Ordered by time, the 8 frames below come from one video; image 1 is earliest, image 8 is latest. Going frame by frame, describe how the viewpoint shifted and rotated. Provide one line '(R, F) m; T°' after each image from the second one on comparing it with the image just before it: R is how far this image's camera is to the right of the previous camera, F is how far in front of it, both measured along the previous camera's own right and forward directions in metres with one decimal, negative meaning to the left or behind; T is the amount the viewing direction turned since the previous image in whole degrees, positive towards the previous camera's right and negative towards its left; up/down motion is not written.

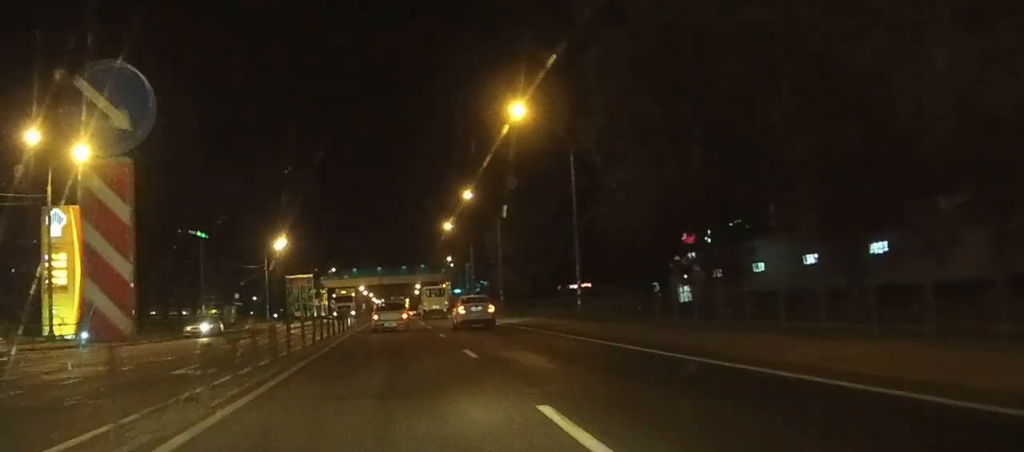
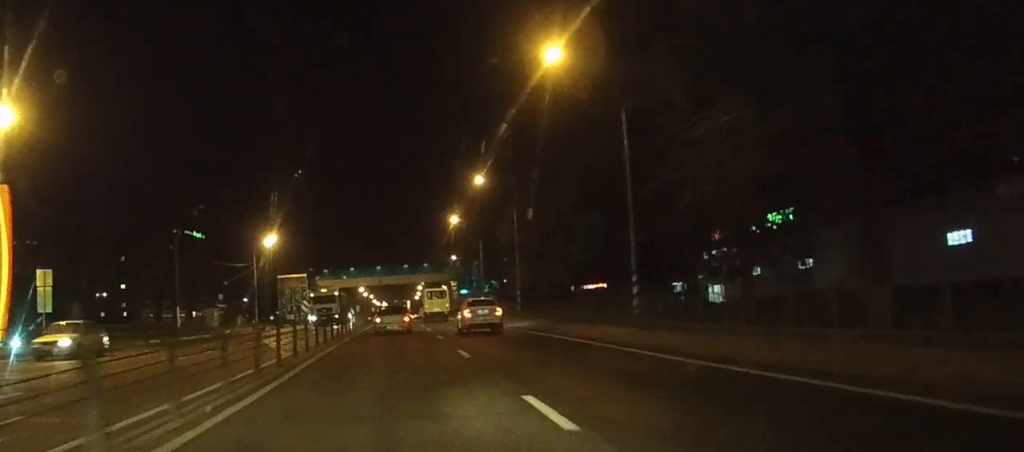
(0.0, +10.6) m; 0°
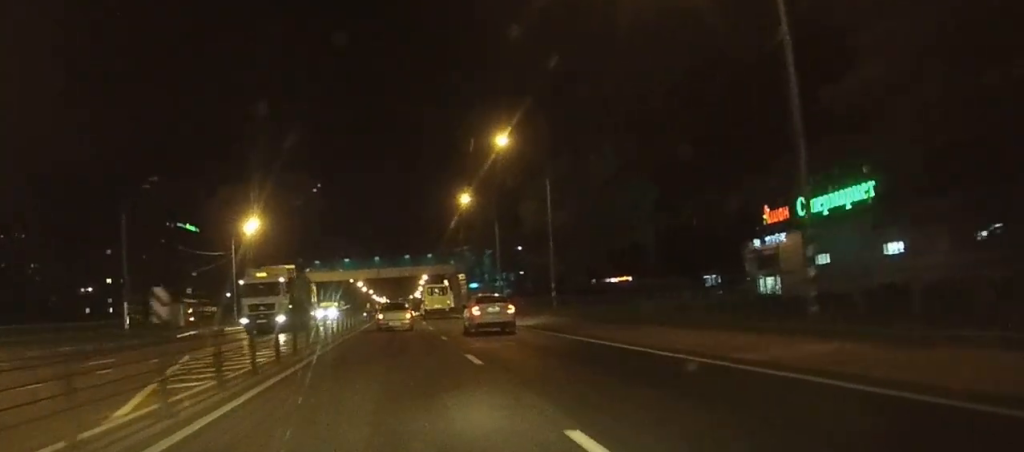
(0.0, +15.0) m; 0°
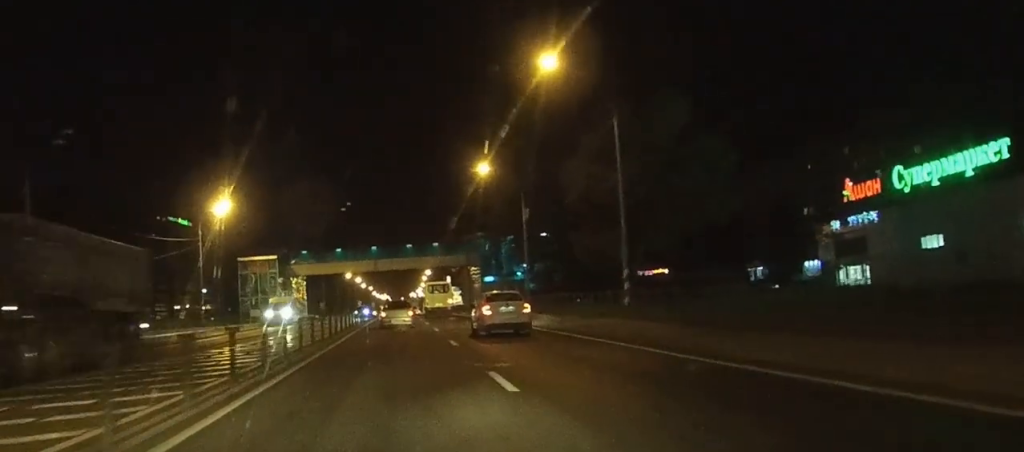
(0.0, +16.8) m; 0°
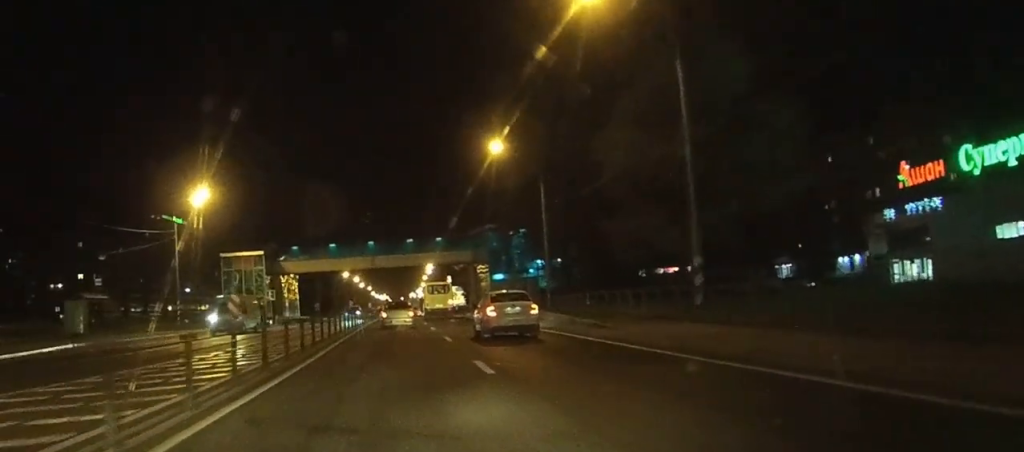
(0.0, +8.8) m; 0°
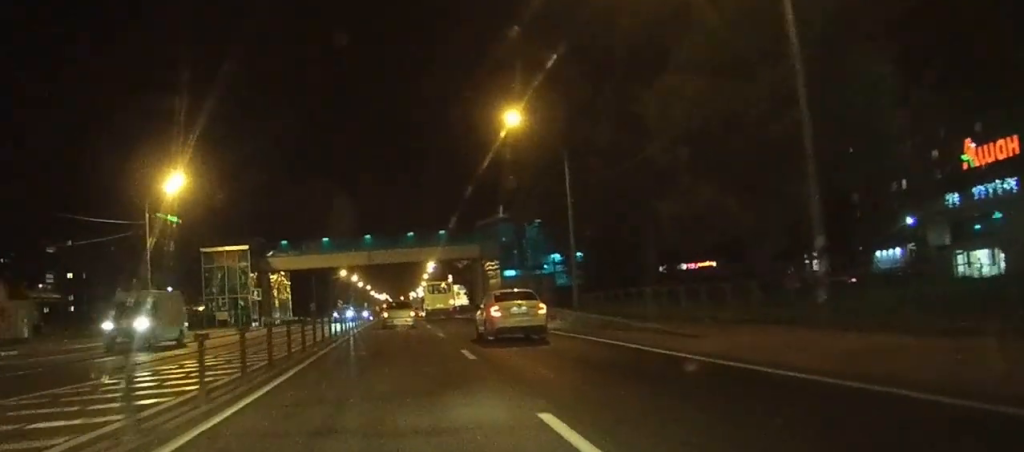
(0.0, +8.3) m; 0°
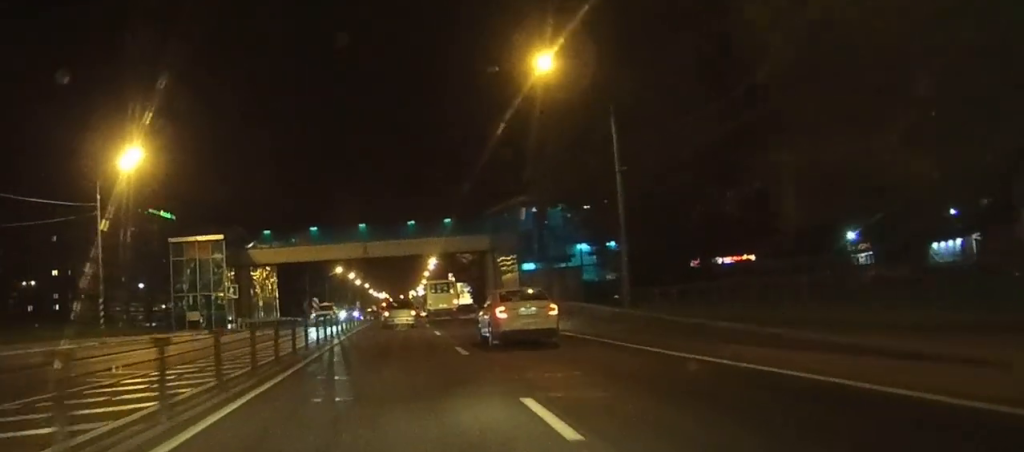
(0.0, +10.5) m; 0°
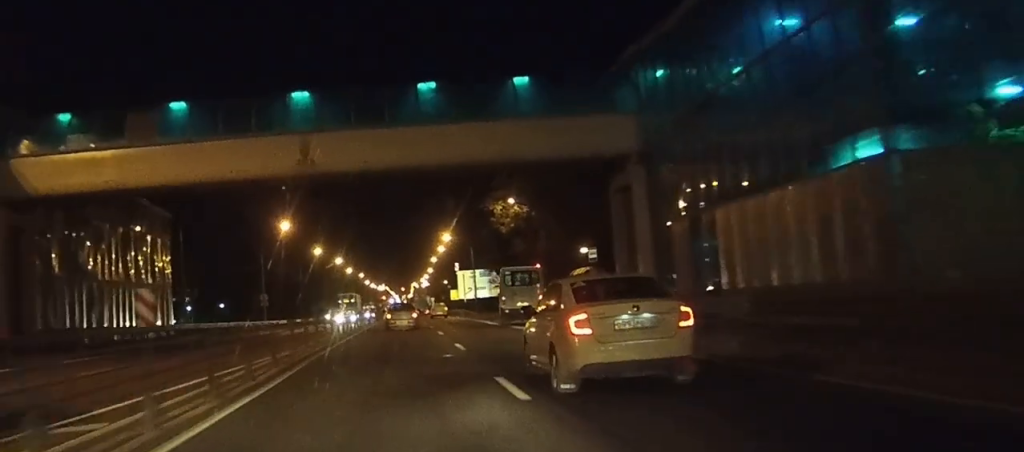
(-0.4, +45.2) m; -1°
